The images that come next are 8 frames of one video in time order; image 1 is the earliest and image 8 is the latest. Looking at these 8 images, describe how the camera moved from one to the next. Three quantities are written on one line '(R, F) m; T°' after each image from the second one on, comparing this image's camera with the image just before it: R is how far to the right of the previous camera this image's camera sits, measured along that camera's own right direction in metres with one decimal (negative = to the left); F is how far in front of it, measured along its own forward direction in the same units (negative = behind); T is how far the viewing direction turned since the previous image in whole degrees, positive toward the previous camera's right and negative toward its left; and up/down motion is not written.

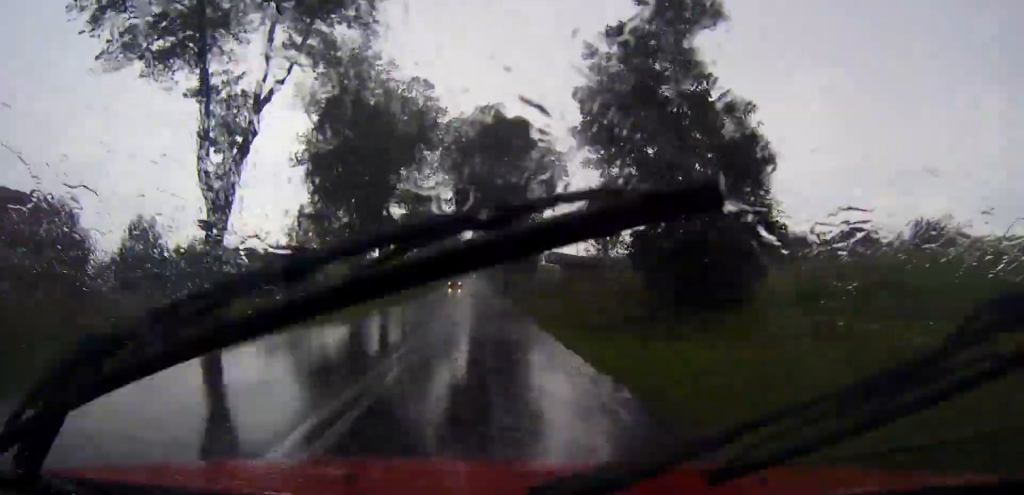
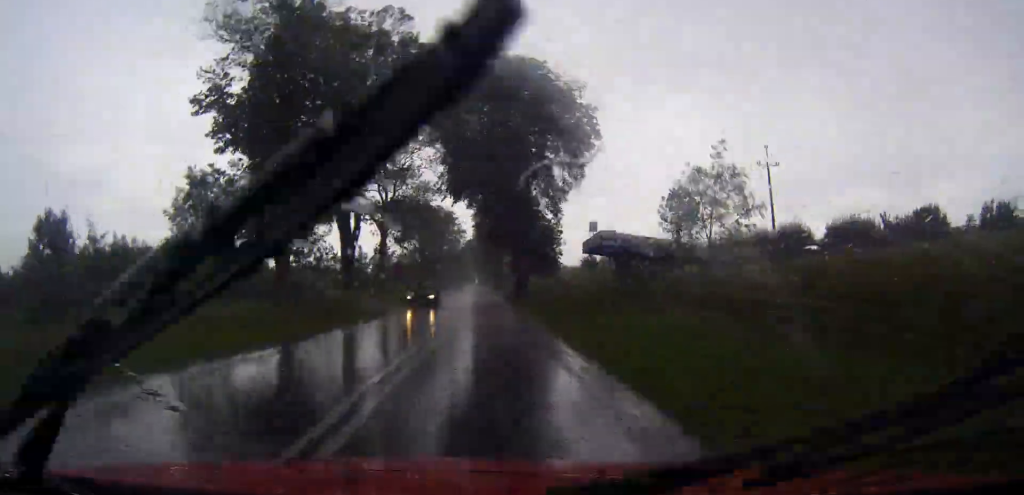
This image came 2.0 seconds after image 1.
(0.0, +19.6) m; 0°
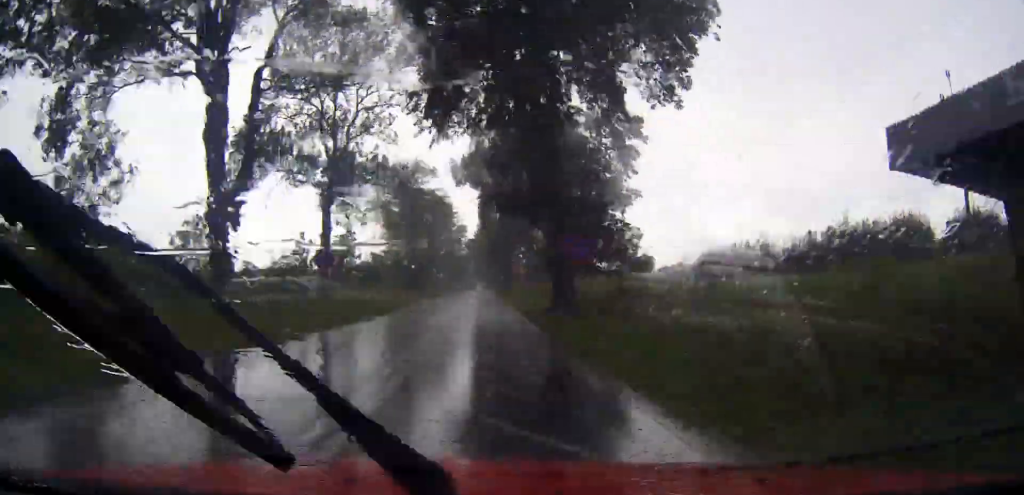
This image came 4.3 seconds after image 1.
(-0.1, +26.3) m; 0°
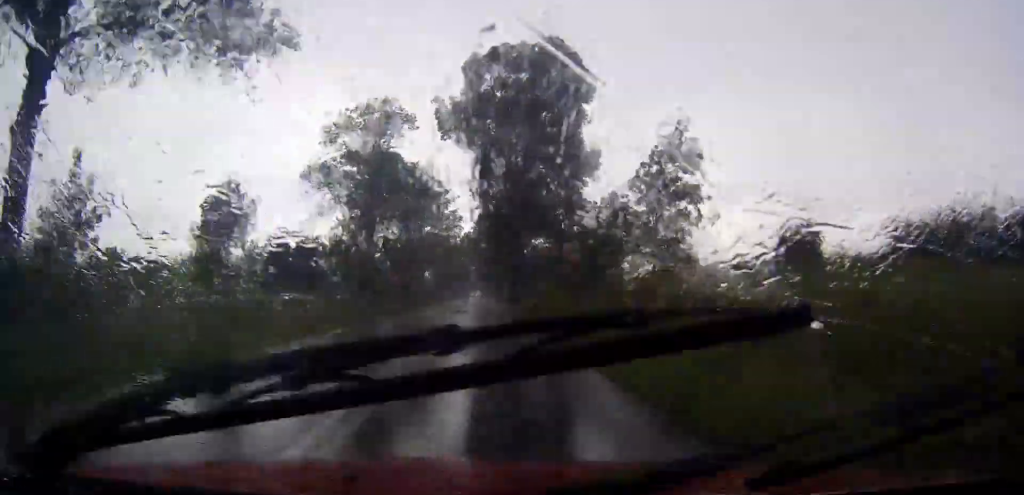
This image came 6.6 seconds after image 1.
(0.0, +29.2) m; 0°
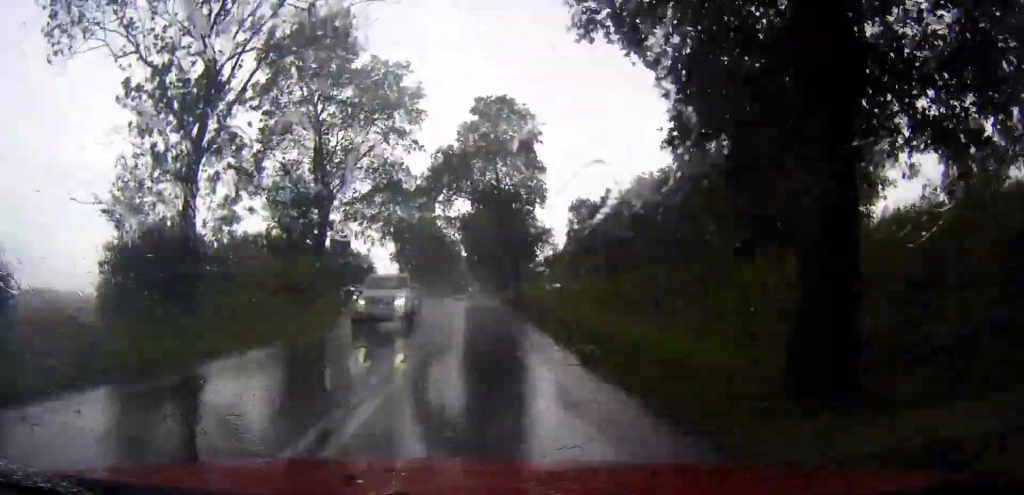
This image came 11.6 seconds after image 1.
(-0.1, +70.6) m; 0°
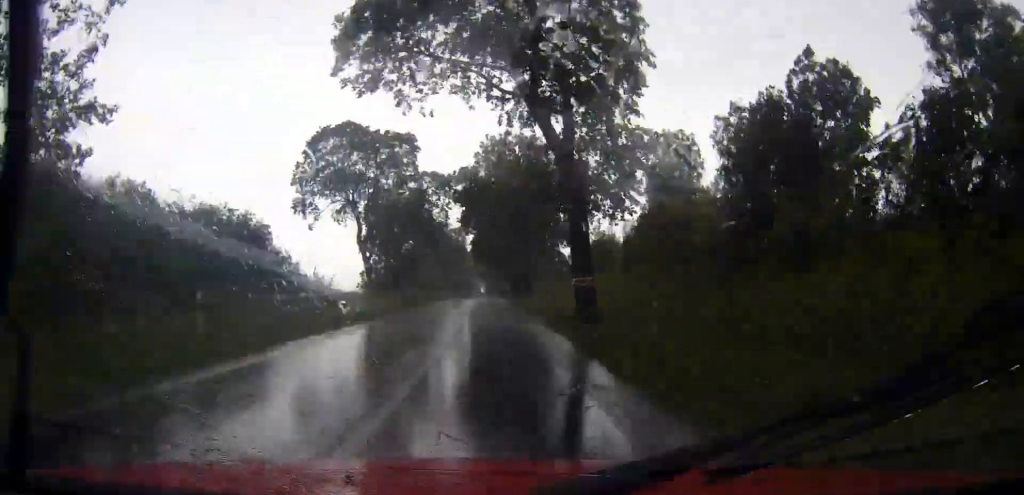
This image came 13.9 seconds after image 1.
(0.0, +35.0) m; 0°
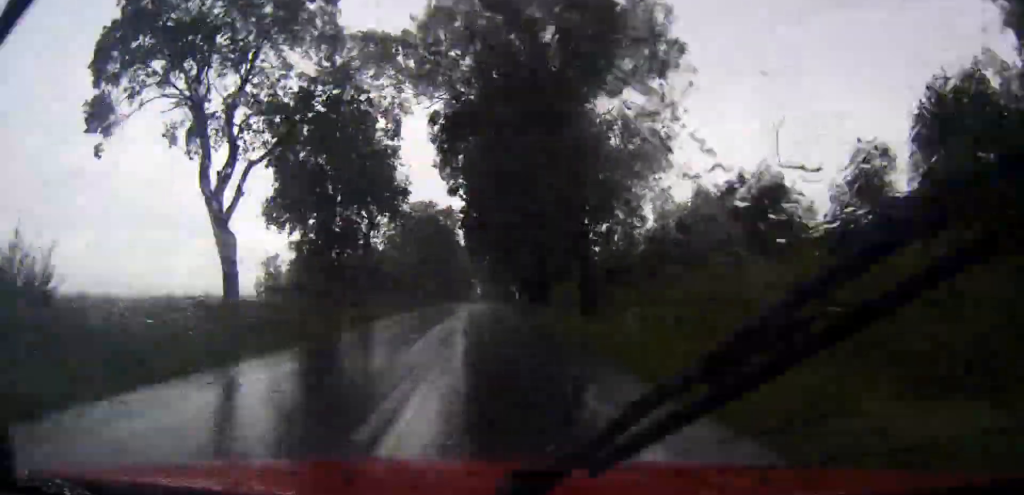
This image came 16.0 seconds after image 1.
(-0.1, +33.6) m; 0°
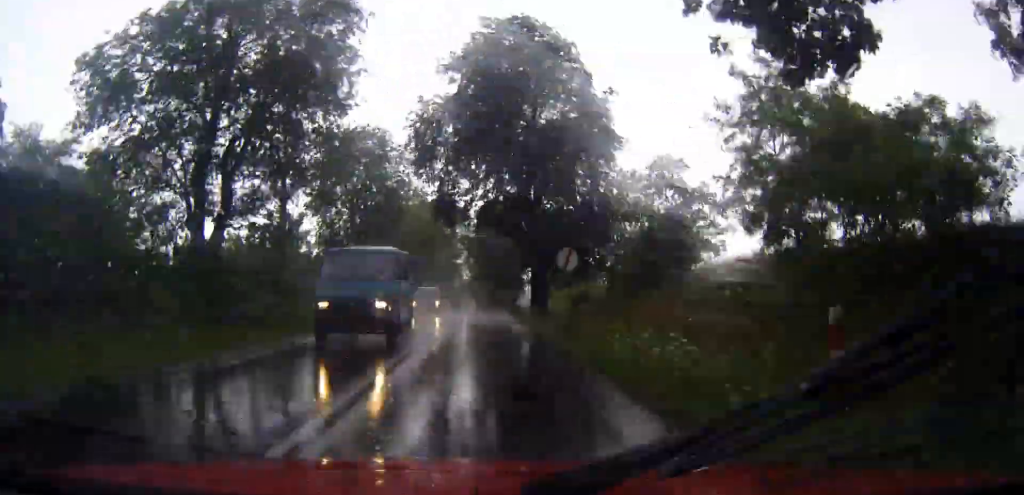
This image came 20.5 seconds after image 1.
(0.0, +76.0) m; +1°
